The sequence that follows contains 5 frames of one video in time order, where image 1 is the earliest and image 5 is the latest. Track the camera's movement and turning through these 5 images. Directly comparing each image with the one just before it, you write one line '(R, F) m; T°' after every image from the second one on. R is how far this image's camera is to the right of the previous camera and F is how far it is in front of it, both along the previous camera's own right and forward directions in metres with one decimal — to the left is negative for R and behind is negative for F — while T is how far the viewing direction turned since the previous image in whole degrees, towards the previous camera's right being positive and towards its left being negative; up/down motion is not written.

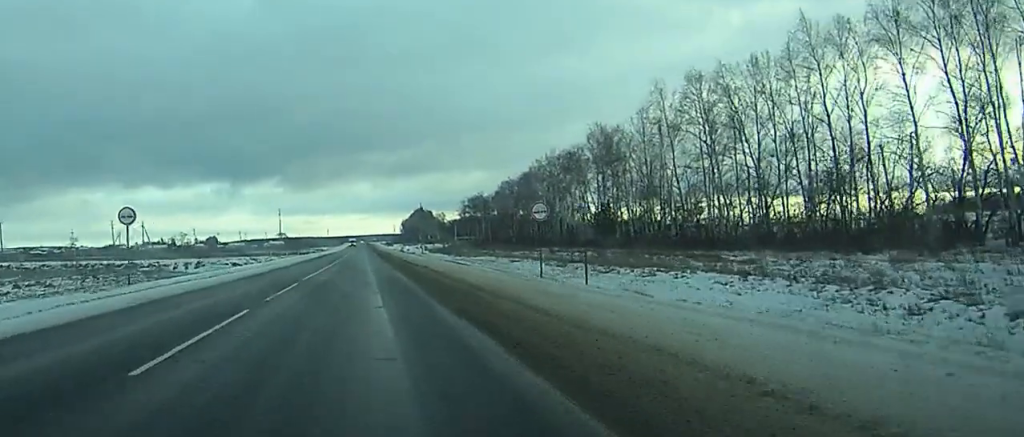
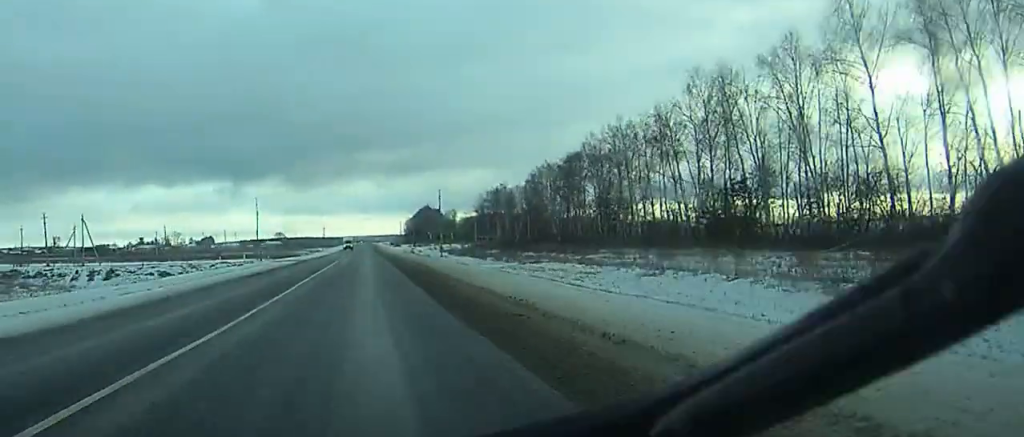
(+0.1, +43.6) m; 0°
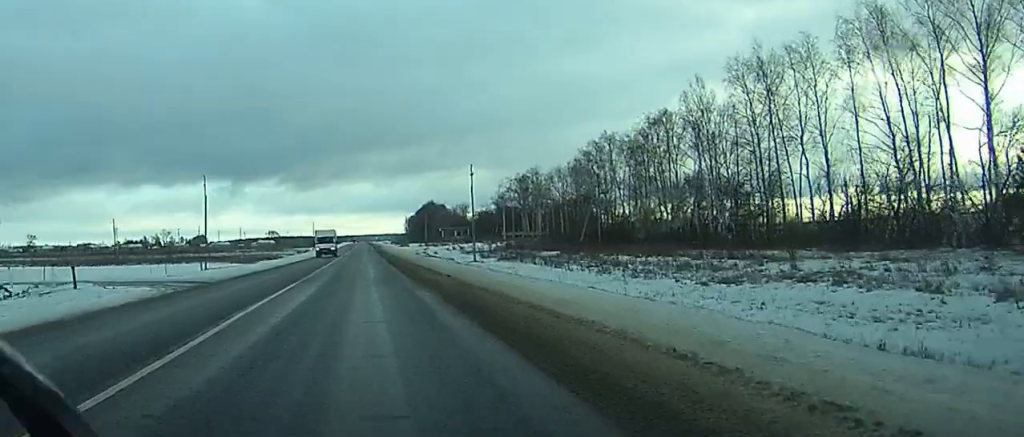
(+0.3, +47.0) m; +1°
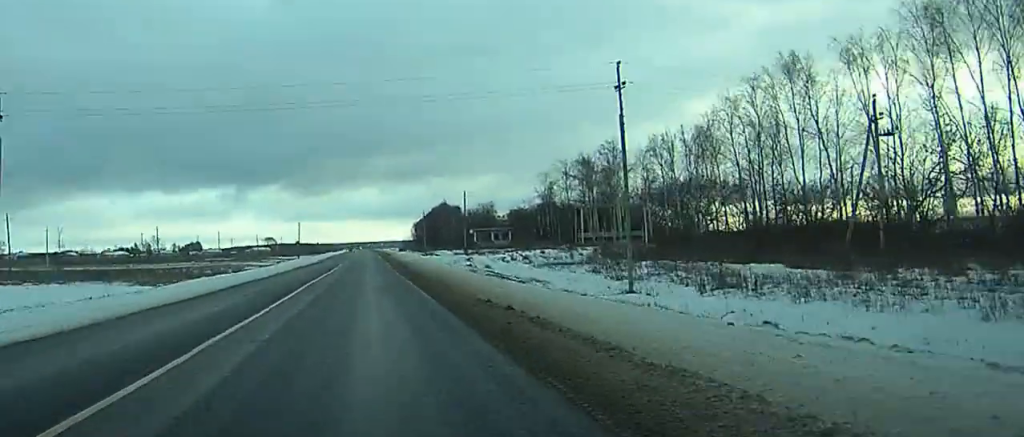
(-0.1, +59.9) m; 0°
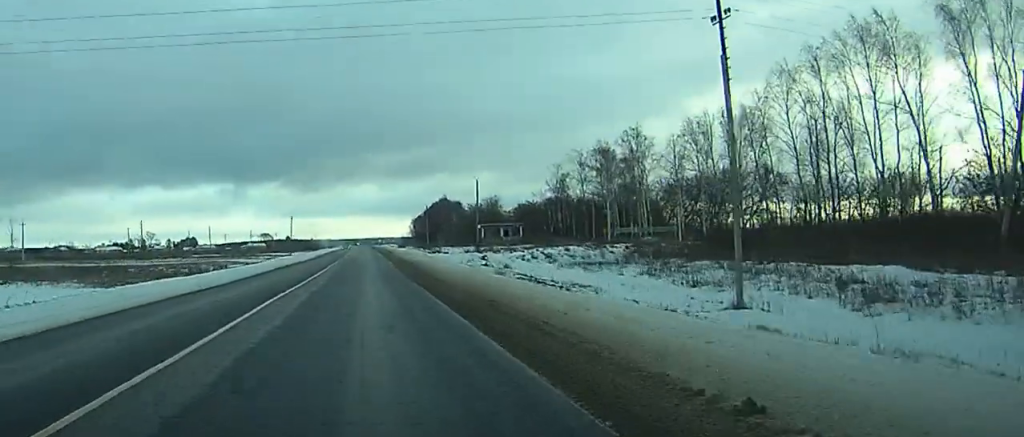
(0.0, +13.2) m; 0°
